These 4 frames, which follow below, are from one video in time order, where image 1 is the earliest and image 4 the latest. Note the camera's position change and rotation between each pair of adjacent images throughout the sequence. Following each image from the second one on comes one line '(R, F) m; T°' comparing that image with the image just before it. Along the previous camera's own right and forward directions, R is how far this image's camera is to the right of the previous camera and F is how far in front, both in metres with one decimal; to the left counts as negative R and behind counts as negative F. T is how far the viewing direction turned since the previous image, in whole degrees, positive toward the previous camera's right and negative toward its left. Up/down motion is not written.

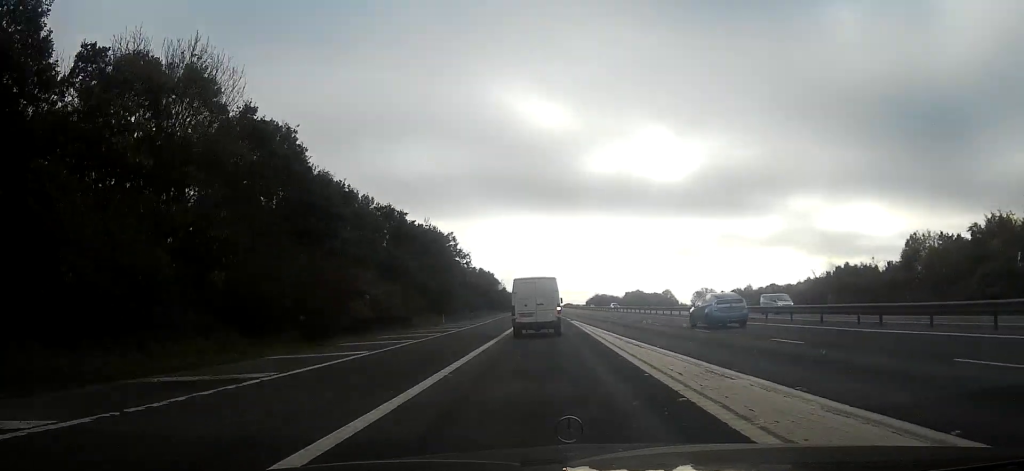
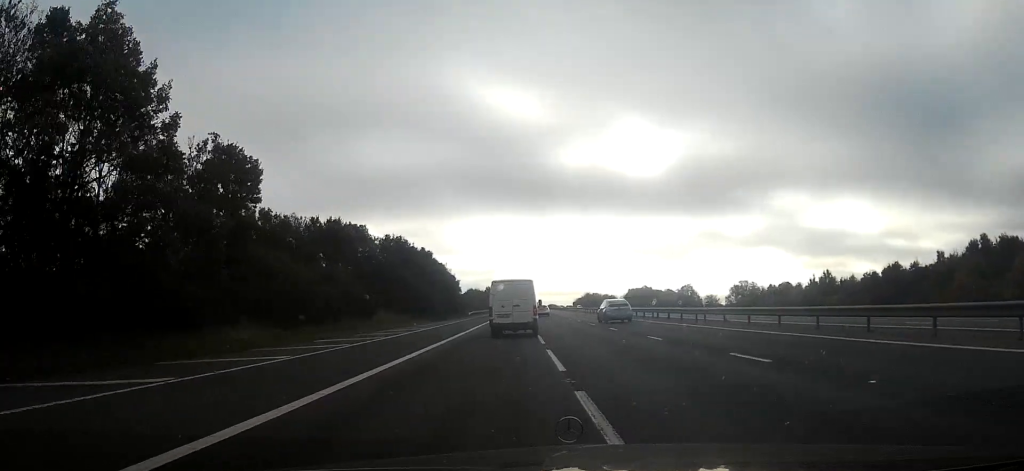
(+1.0, +66.9) m; +1°
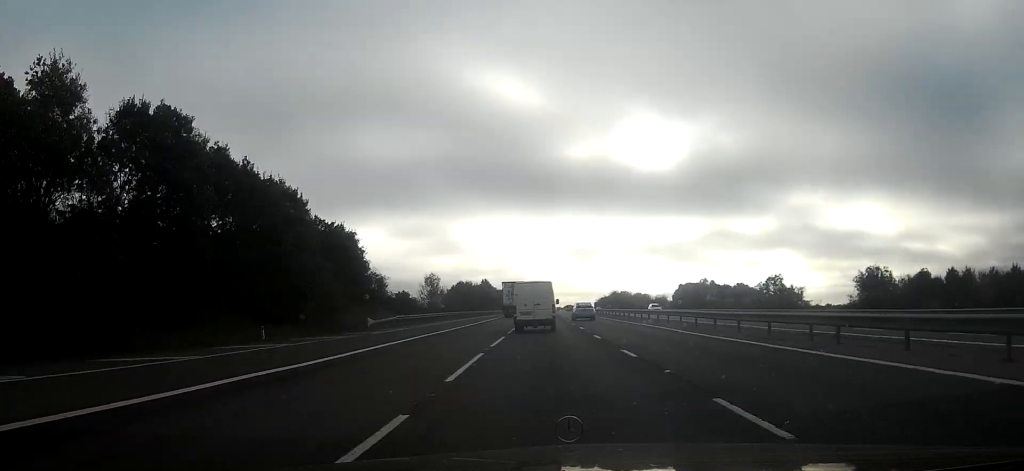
(+0.5, +67.5) m; 0°
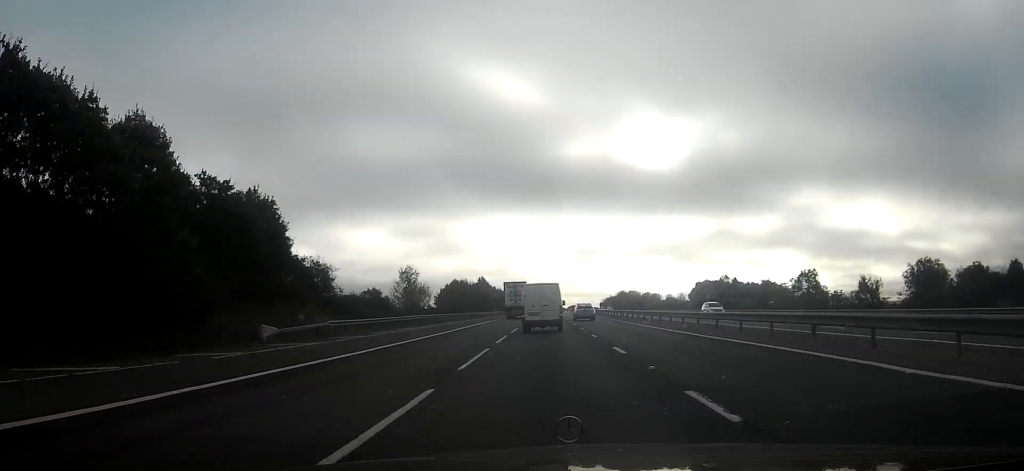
(-0.1, +16.2) m; 0°
